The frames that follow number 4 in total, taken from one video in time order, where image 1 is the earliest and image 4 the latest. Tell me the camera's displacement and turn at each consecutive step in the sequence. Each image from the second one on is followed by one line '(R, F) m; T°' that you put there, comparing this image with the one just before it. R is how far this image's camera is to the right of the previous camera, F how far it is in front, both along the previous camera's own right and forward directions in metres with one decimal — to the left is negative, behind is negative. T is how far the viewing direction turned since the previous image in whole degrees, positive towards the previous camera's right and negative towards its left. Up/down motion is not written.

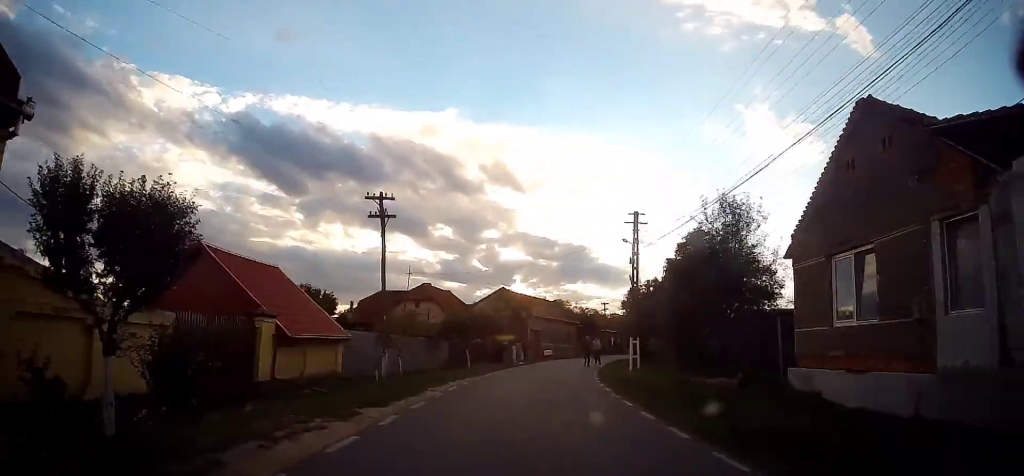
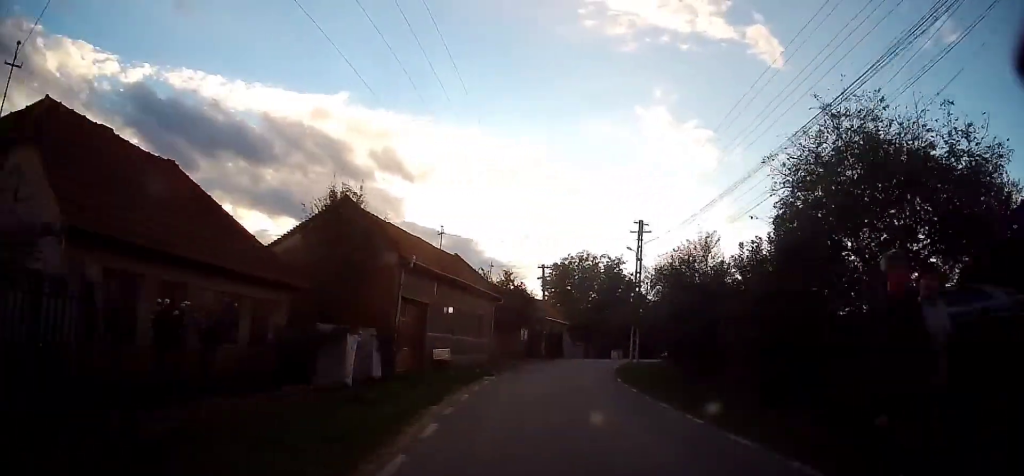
(+2.6, +30.6) m; +13°
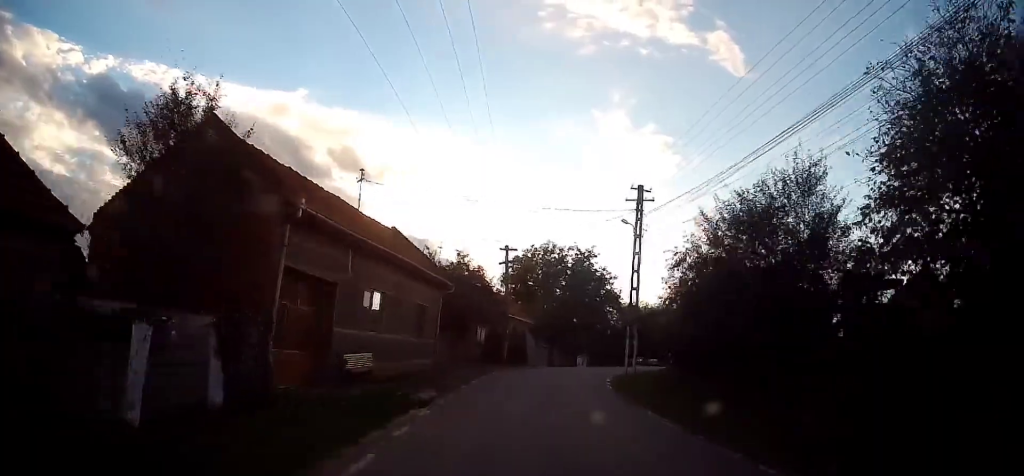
(+0.5, +8.3) m; +4°
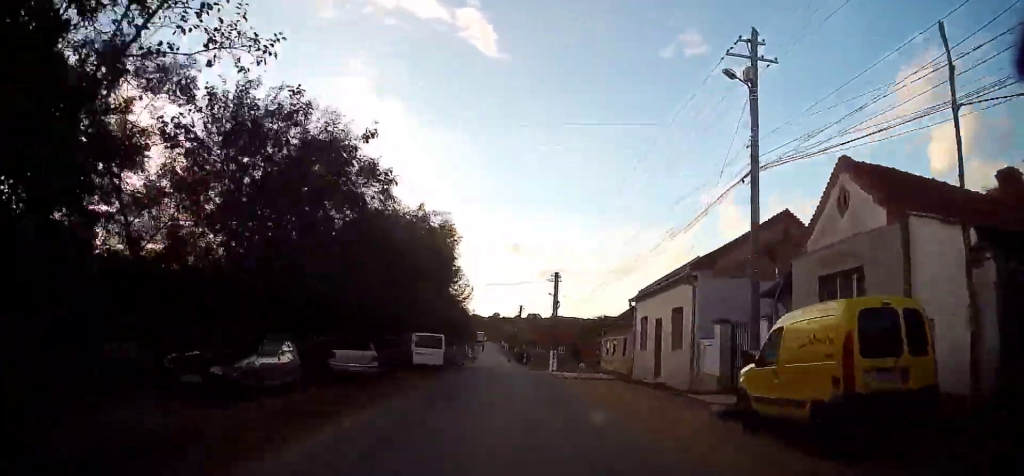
(+15.4, +50.4) m; +30°
